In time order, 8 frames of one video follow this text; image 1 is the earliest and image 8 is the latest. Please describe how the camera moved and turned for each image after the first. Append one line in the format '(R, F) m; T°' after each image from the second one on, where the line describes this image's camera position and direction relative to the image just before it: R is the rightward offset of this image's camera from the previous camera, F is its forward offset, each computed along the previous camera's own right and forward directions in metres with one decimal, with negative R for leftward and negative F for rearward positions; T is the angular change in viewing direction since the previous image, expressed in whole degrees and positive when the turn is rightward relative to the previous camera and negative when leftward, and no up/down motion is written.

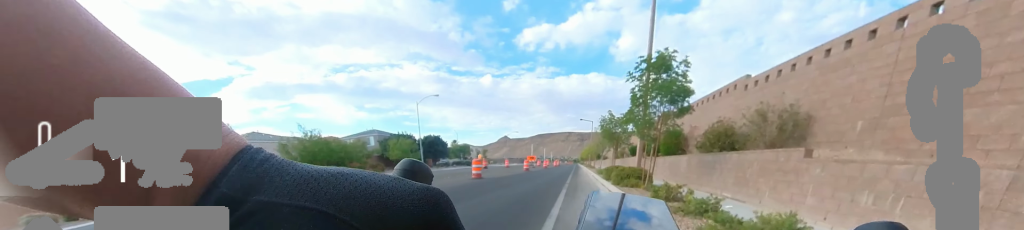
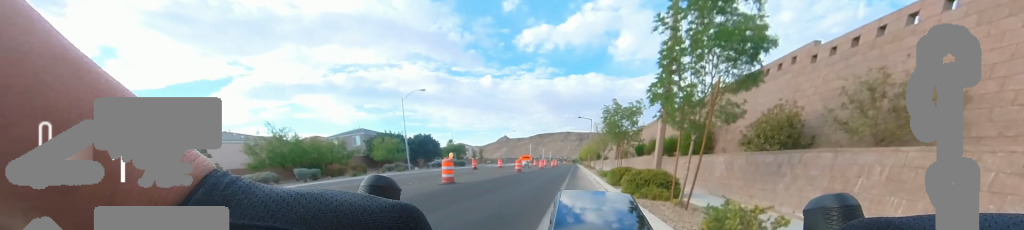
(0.0, +3.2) m; 0°
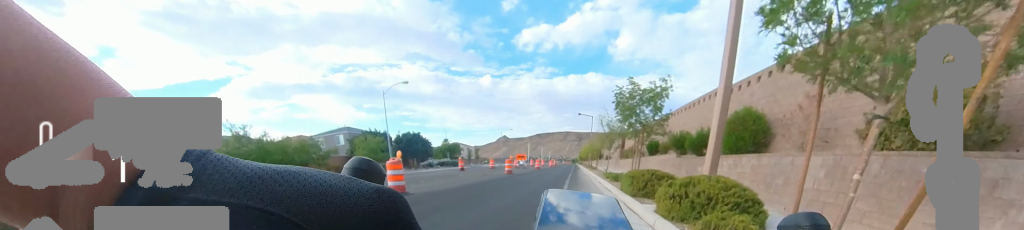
(0.0, +3.6) m; 0°
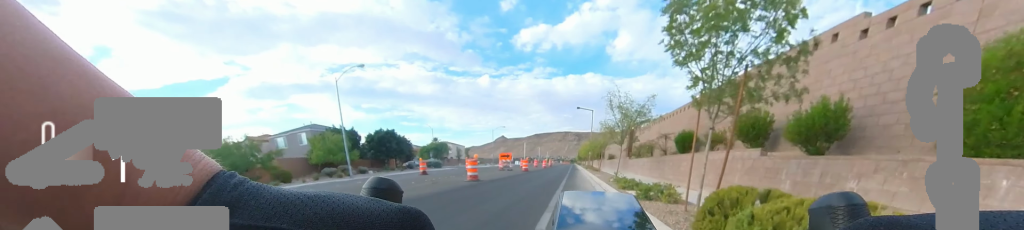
(0.0, +6.4) m; 0°
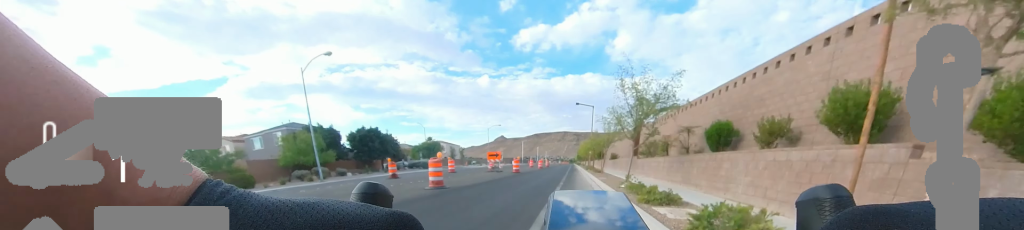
(0.0, +3.5) m; 0°
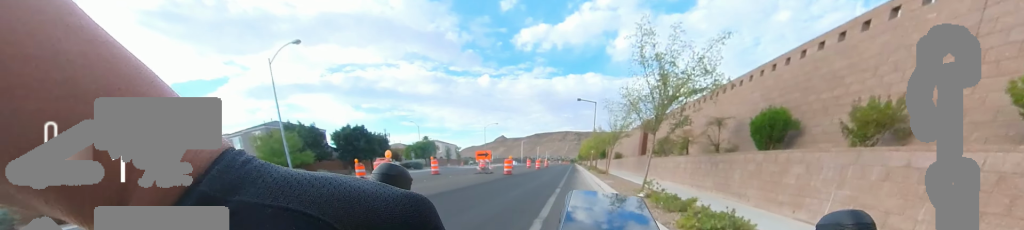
(0.0, +2.9) m; 0°
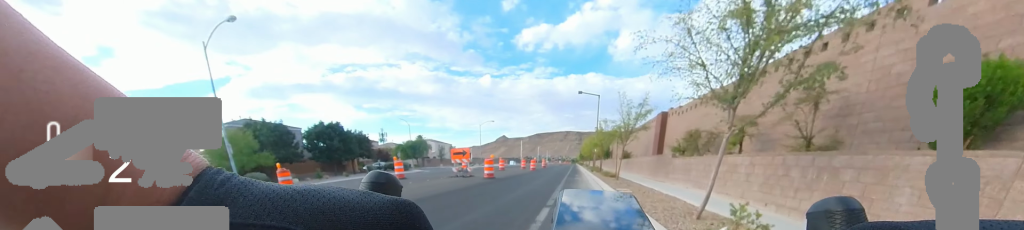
(0.0, +4.5) m; 0°
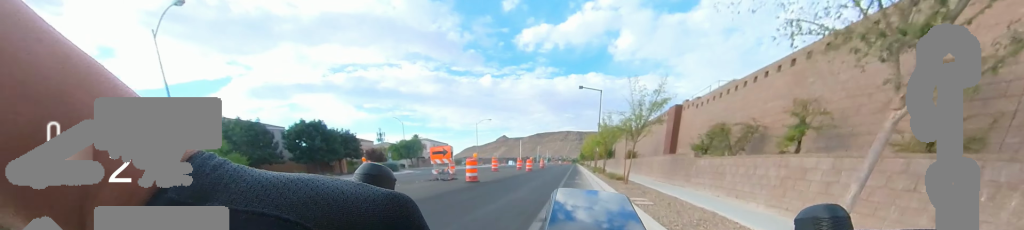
(0.0, +2.5) m; 0°
